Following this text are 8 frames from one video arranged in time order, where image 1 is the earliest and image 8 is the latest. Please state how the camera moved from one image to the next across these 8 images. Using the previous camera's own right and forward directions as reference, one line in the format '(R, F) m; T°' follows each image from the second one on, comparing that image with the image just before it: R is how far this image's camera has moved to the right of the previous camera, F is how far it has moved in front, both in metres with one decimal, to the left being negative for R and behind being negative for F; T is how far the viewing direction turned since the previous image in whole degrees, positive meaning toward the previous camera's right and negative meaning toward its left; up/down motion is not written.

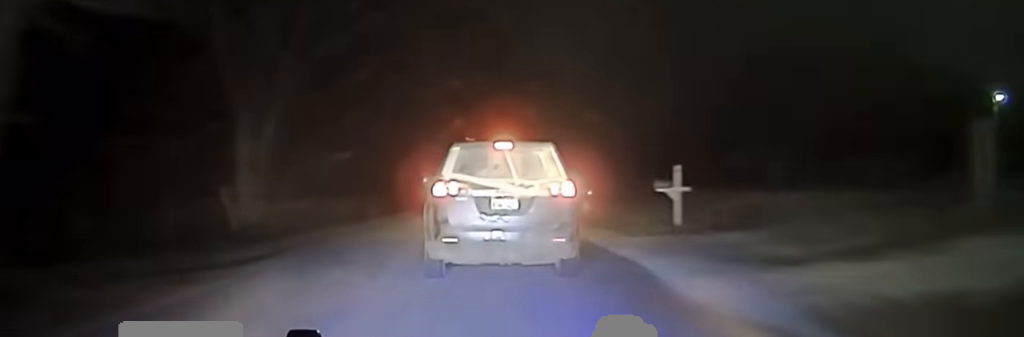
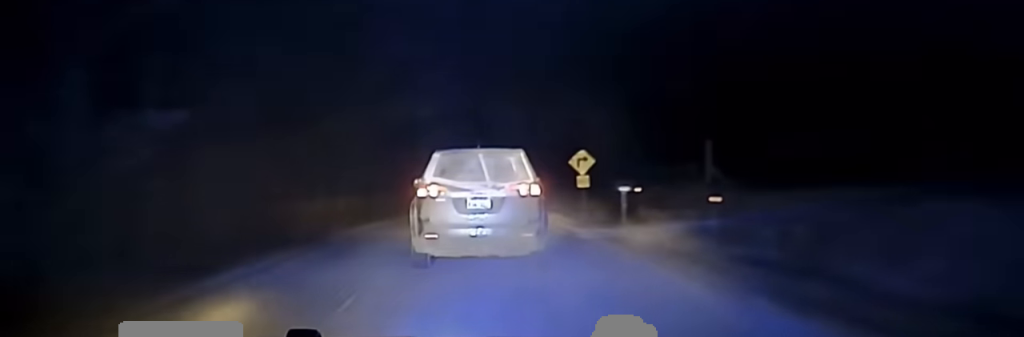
(-0.3, +18.2) m; 0°
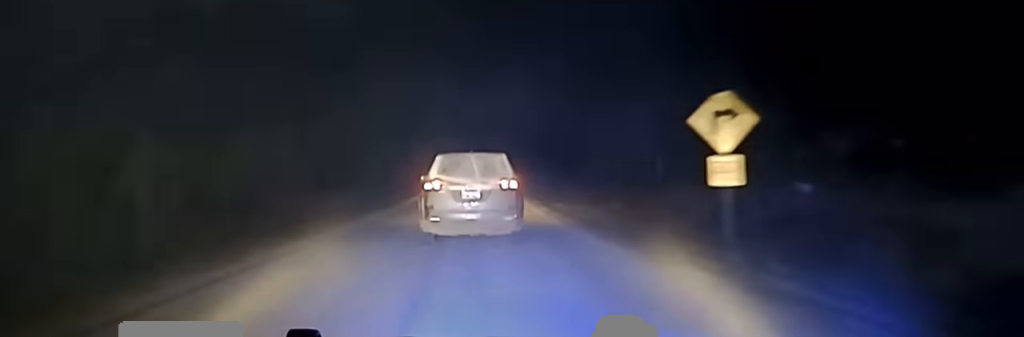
(+0.4, +22.4) m; +1°
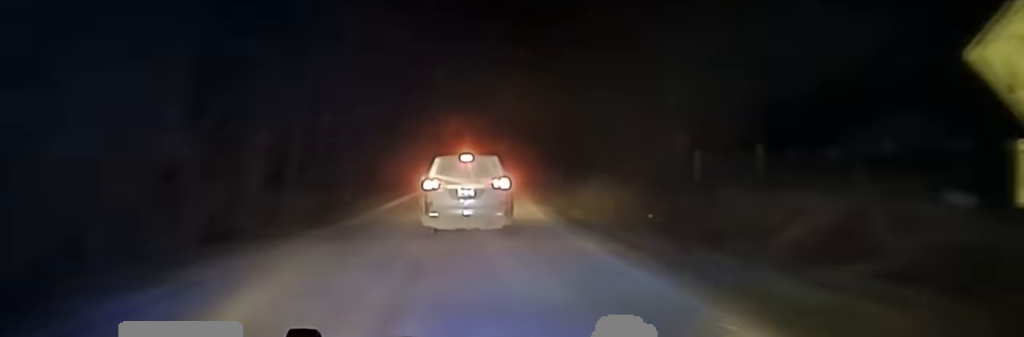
(0.0, +8.4) m; 0°
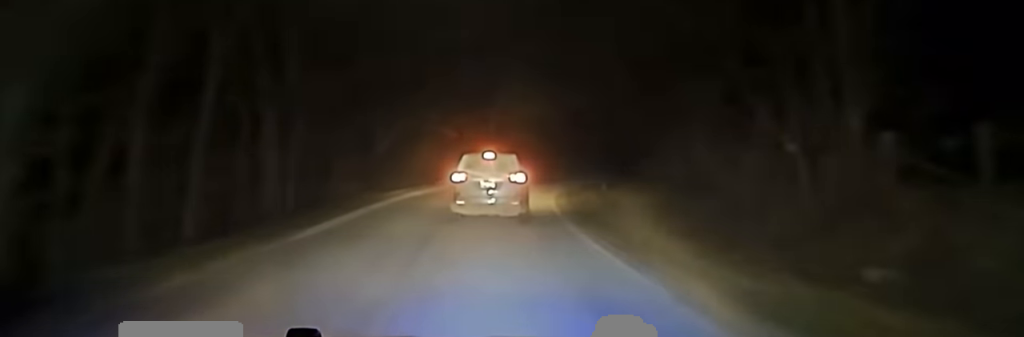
(0.0, +17.7) m; +1°
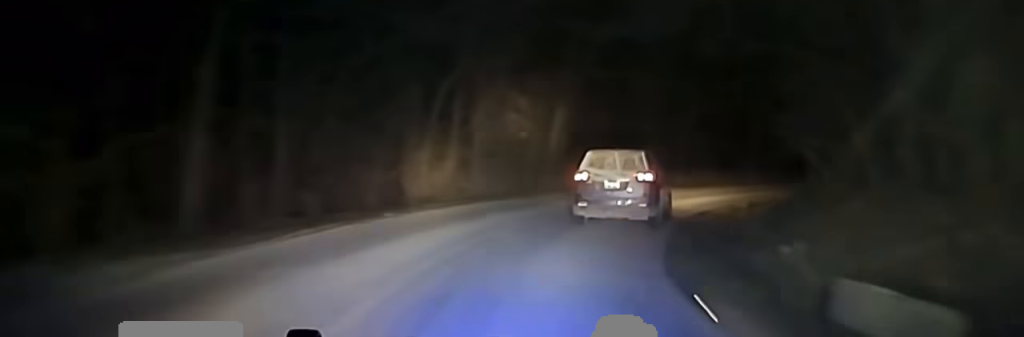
(+4.1, +46.6) m; +17°
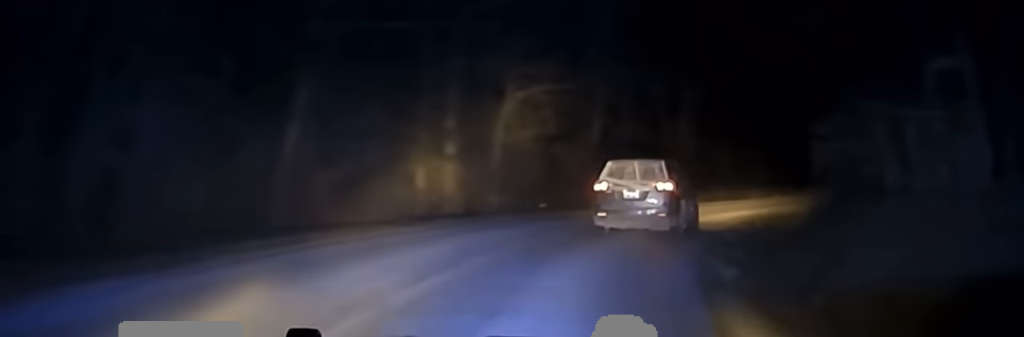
(+2.5, +18.8) m; +17°
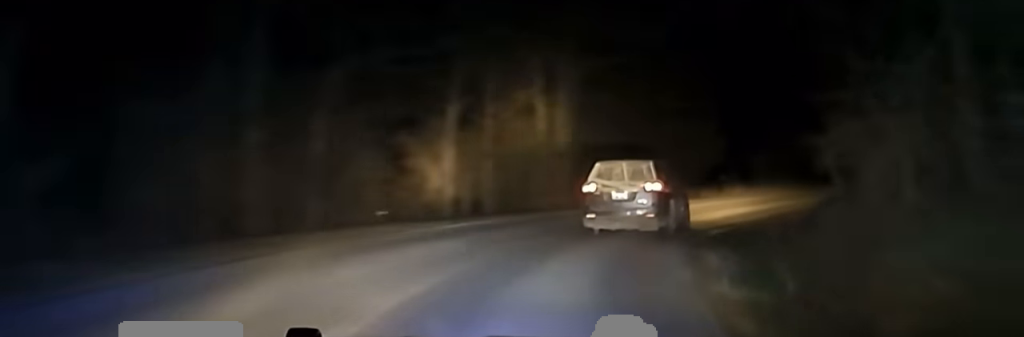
(+0.2, +9.5) m; +9°
